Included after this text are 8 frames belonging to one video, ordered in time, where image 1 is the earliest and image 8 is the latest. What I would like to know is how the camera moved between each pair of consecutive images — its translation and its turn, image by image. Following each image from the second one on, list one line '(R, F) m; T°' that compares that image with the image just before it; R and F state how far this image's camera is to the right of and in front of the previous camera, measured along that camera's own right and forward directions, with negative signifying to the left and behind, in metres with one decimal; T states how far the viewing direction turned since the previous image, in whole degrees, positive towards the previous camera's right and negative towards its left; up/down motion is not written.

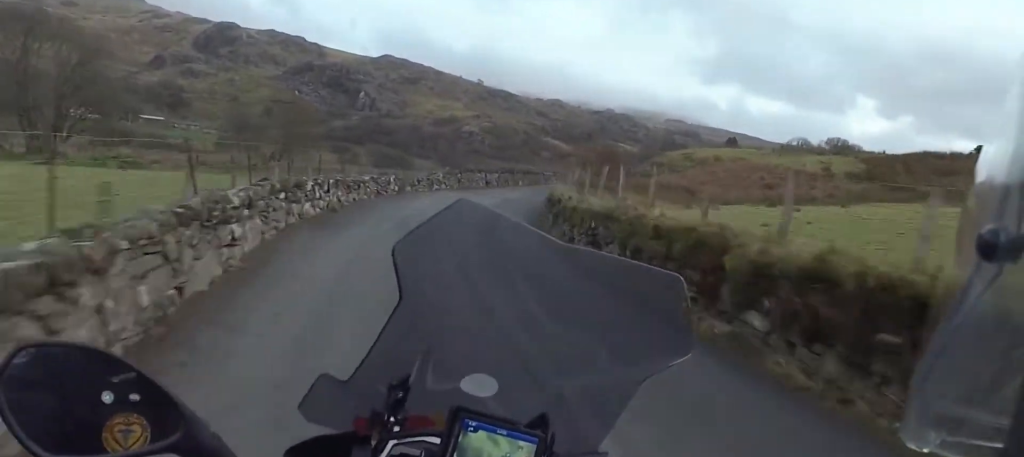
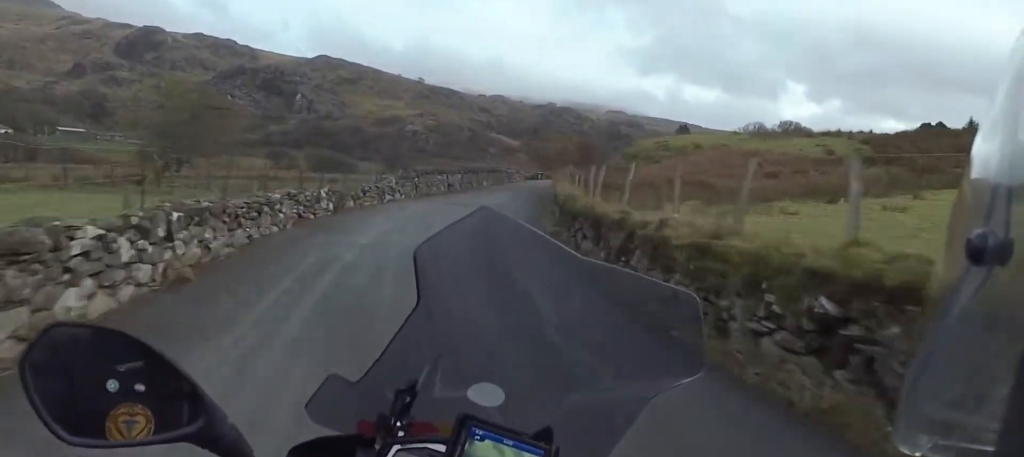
(+0.2, +8.4) m; +4°
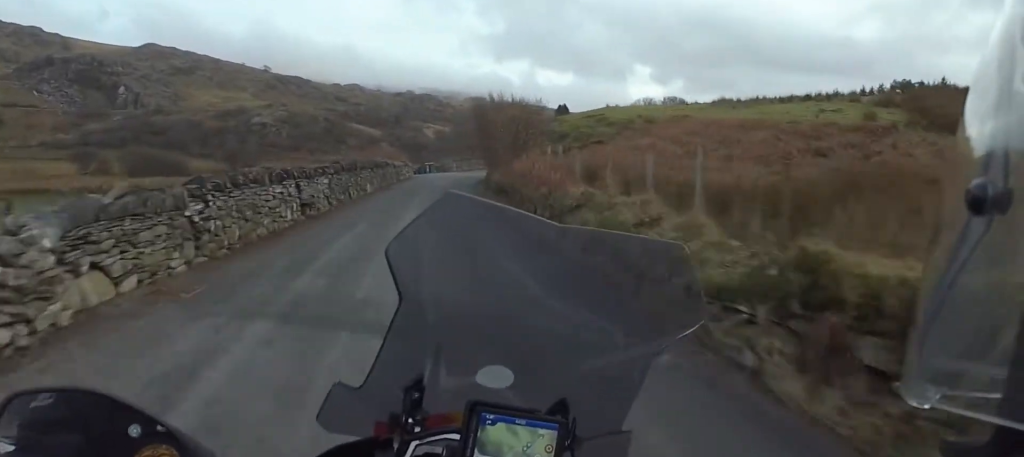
(+1.9, +18.7) m; +9°
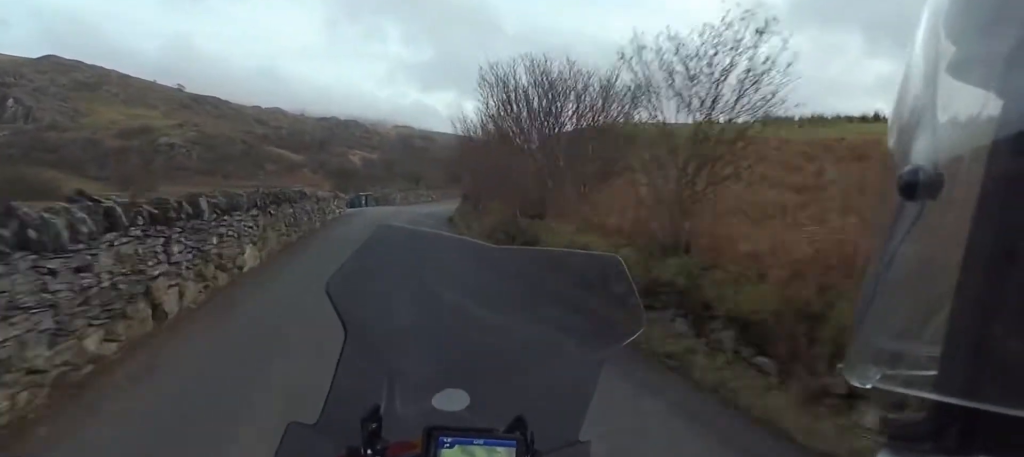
(+0.6, +15.9) m; +6°
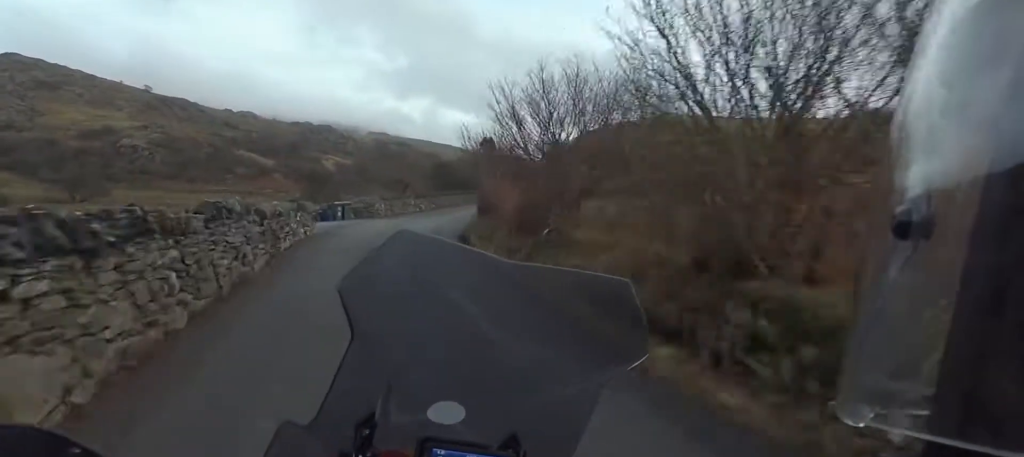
(+0.2, +9.9) m; +5°
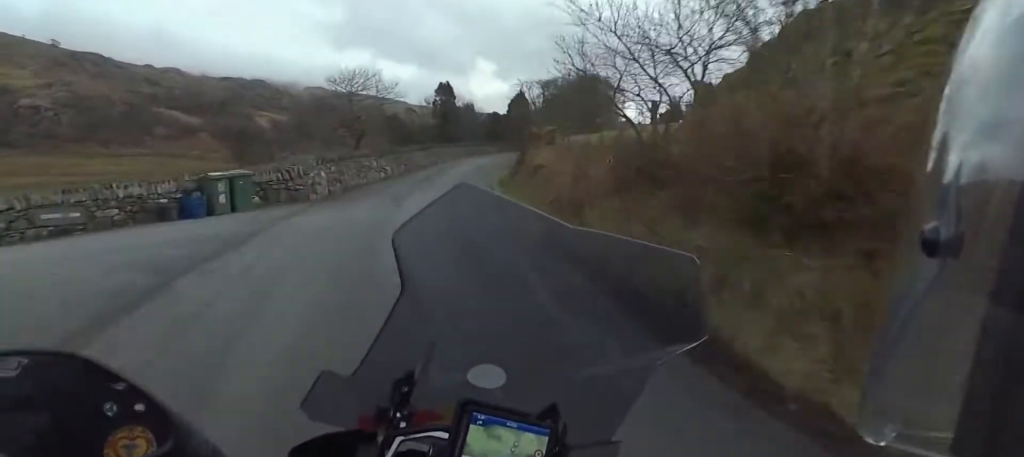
(+2.0, +20.3) m; +7°
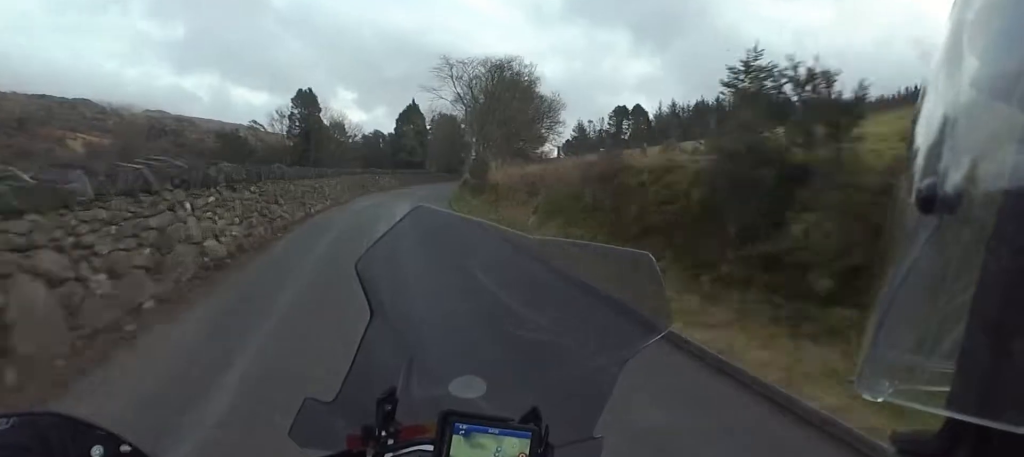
(+2.2, +34.8) m; +11°
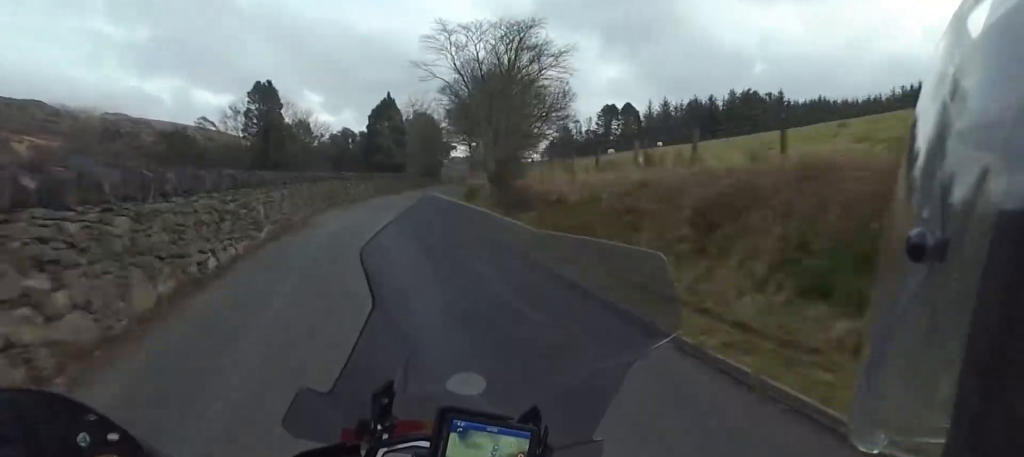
(+0.5, +11.6) m; +4°
